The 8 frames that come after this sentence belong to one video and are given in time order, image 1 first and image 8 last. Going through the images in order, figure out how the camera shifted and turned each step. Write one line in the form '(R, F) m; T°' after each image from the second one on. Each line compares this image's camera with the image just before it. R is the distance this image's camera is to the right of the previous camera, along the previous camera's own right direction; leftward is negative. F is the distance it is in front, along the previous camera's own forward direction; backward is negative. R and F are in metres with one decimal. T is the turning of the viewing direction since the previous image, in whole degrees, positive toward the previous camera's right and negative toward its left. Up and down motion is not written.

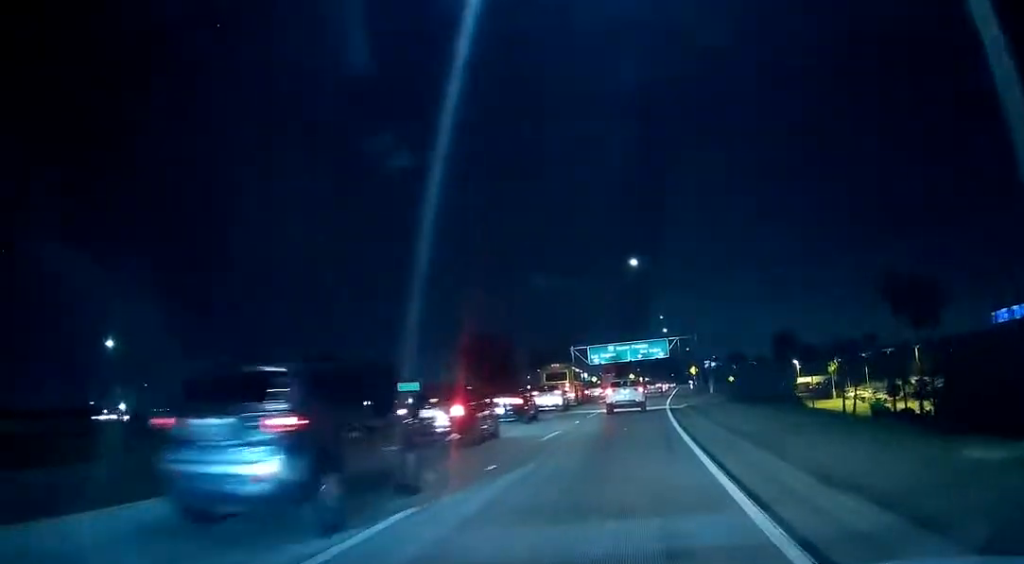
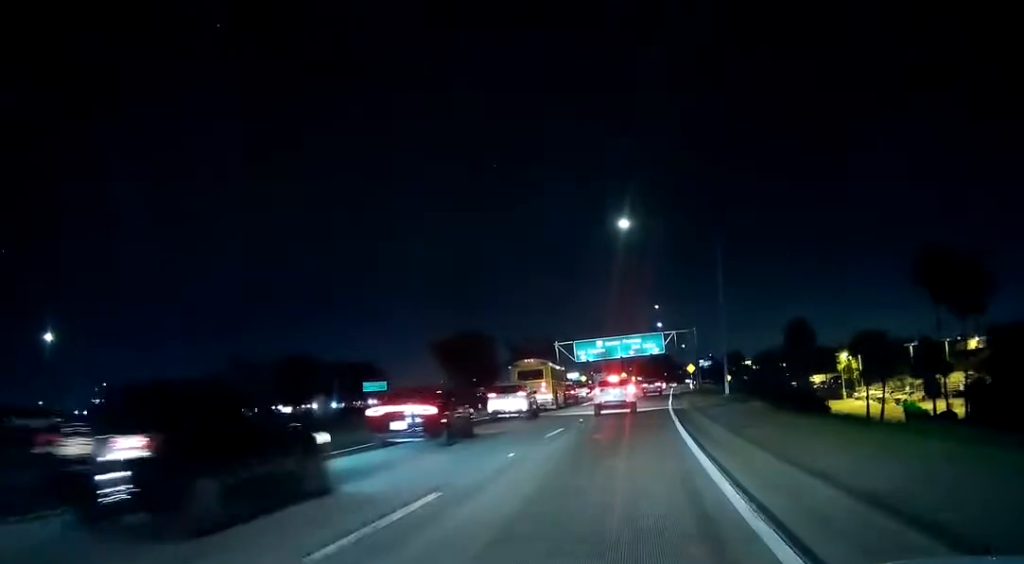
(-0.1, +13.6) m; 0°
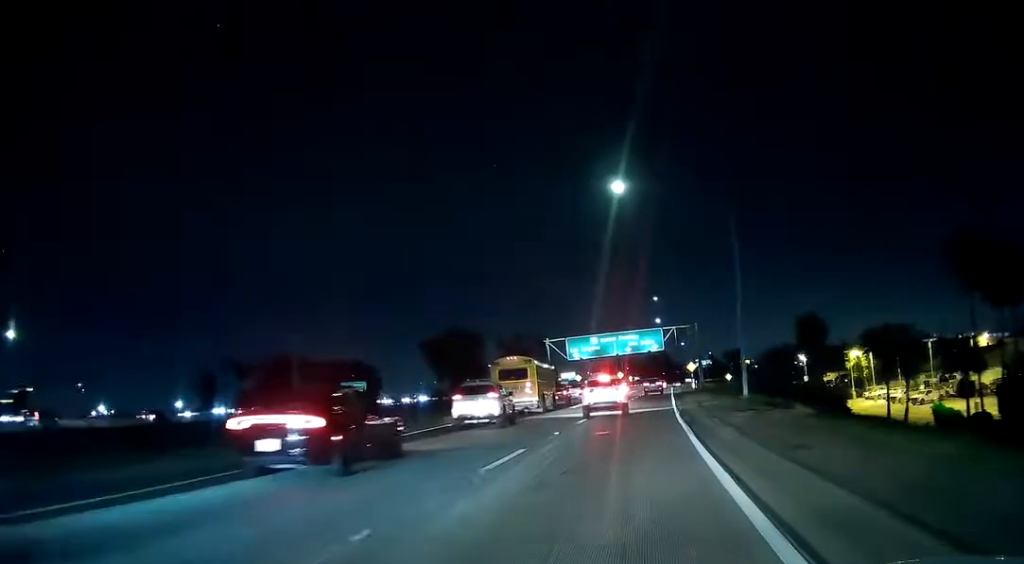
(0.0, +8.1) m; 0°
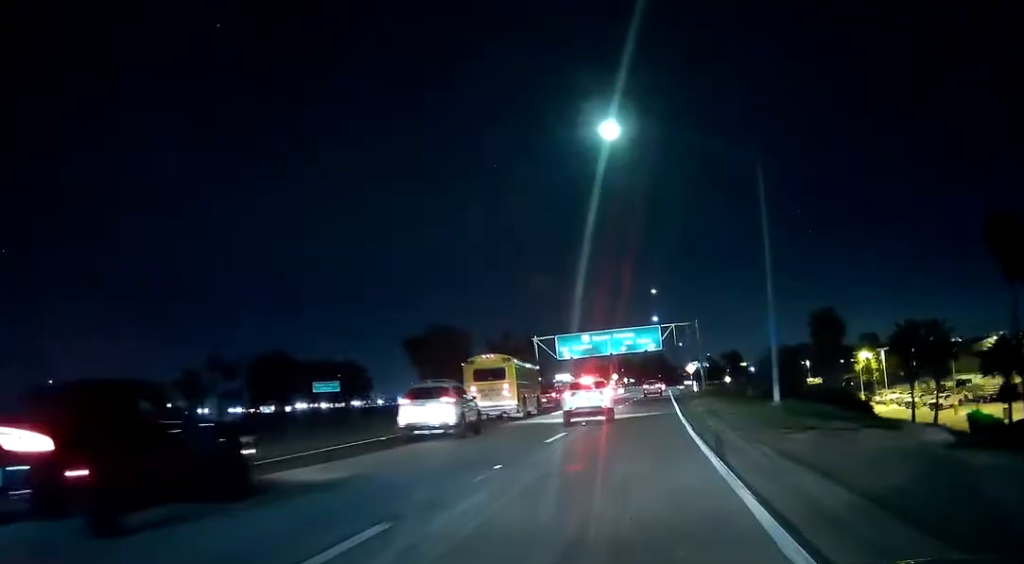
(0.0, +9.1) m; 0°
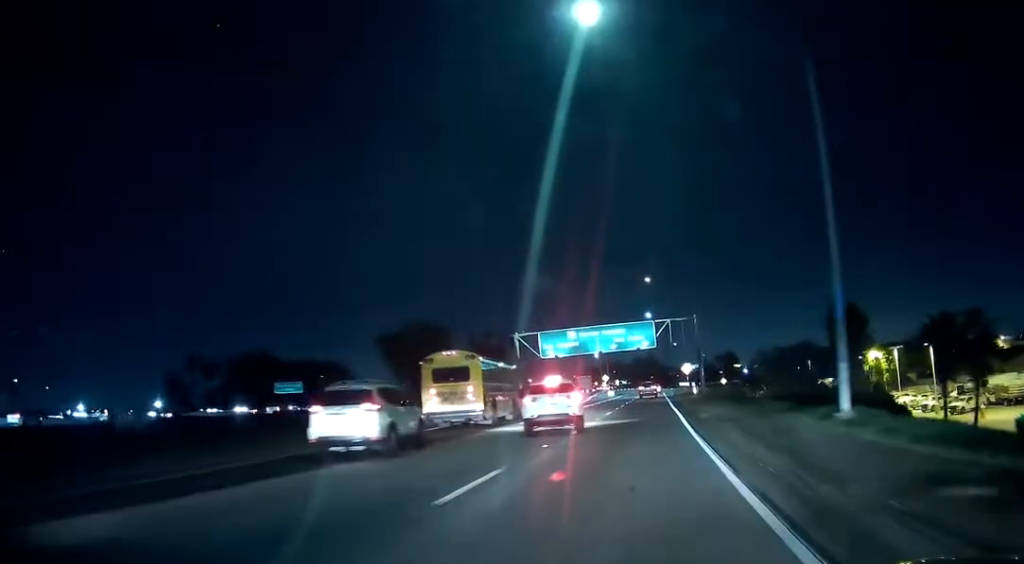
(+0.1, +9.6) m; 0°
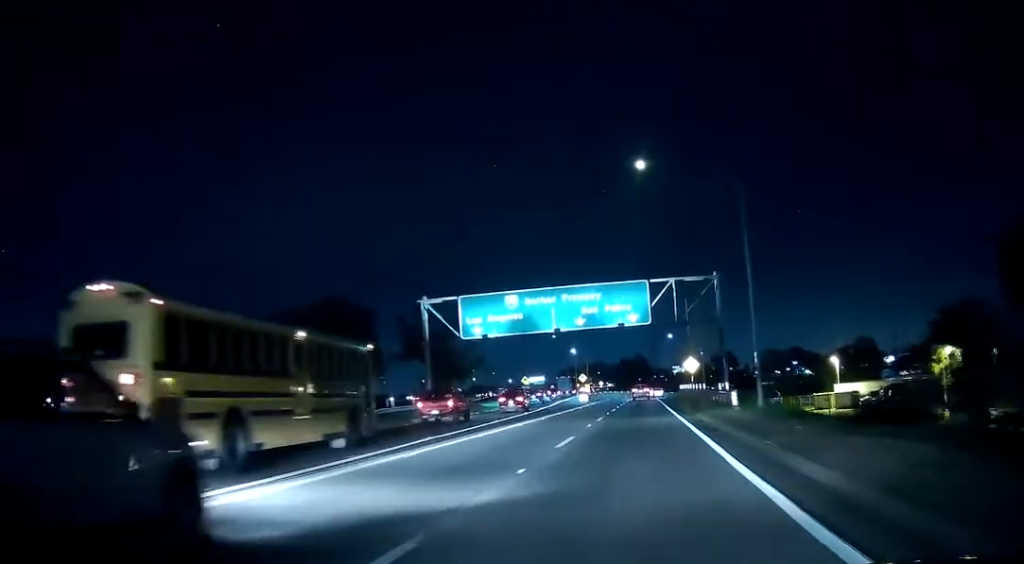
(+0.3, +35.3) m; +2°
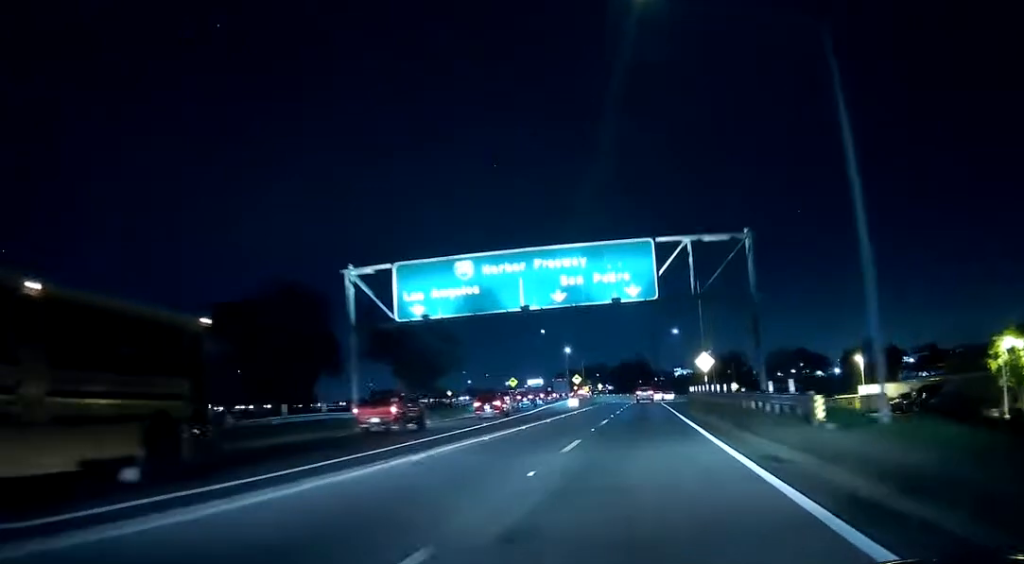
(+0.2, +15.5) m; 0°
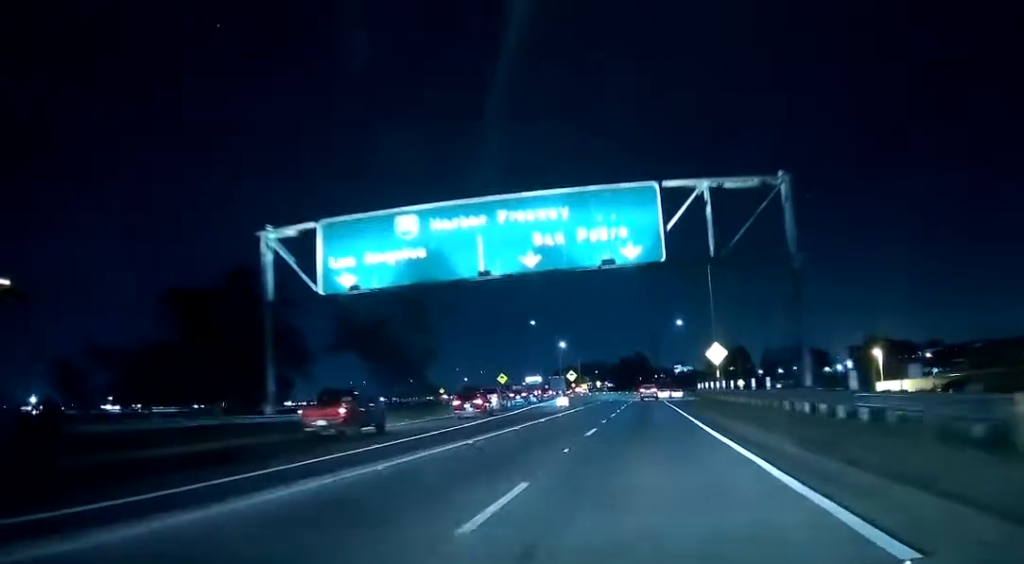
(-0.1, +10.5) m; -1°
